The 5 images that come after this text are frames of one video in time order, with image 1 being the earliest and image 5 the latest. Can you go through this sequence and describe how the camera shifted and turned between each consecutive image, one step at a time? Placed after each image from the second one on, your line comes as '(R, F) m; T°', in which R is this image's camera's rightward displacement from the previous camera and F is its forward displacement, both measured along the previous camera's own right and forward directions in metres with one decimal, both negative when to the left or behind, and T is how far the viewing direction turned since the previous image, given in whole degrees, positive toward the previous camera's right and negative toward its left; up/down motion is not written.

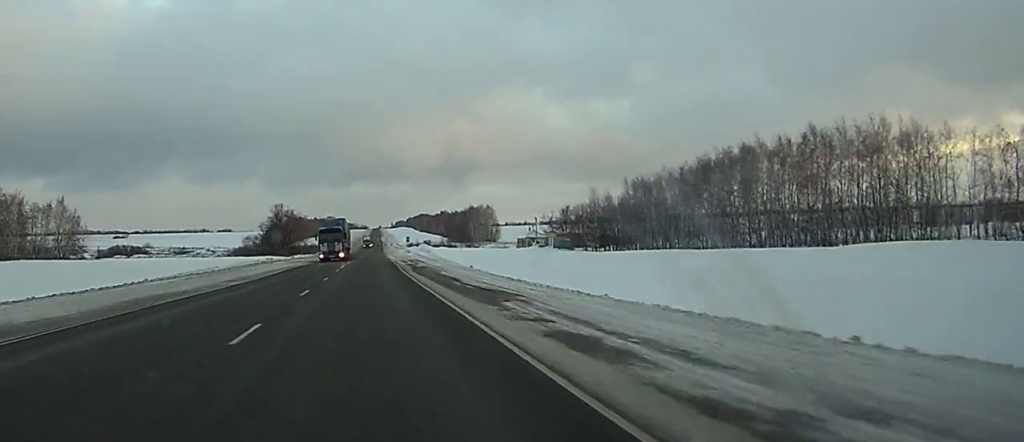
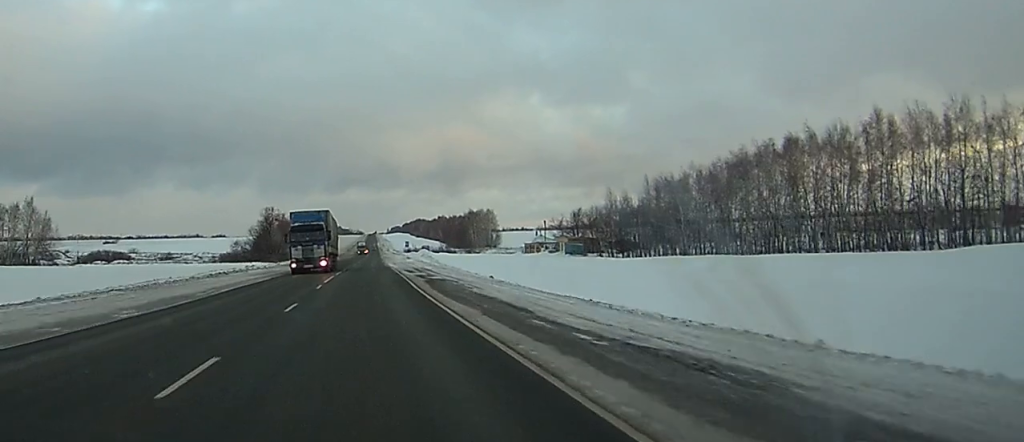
(0.0, +16.1) m; 0°
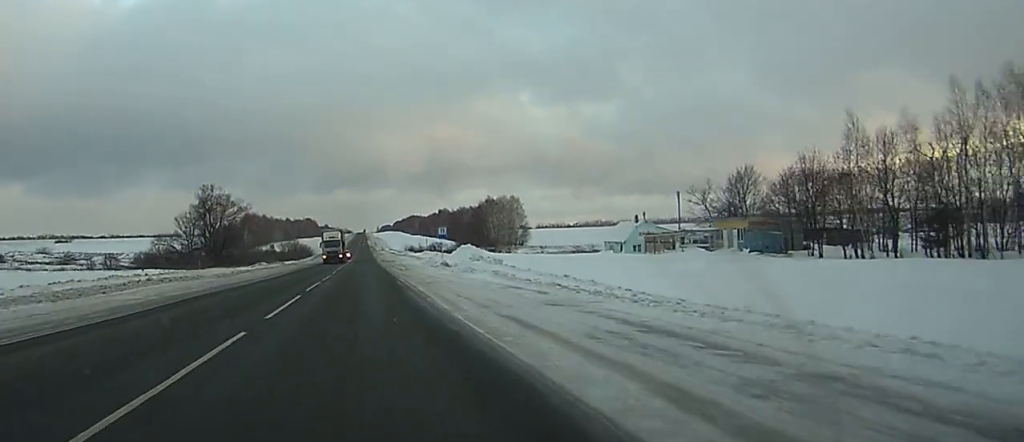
(+1.1, +93.2) m; +1°
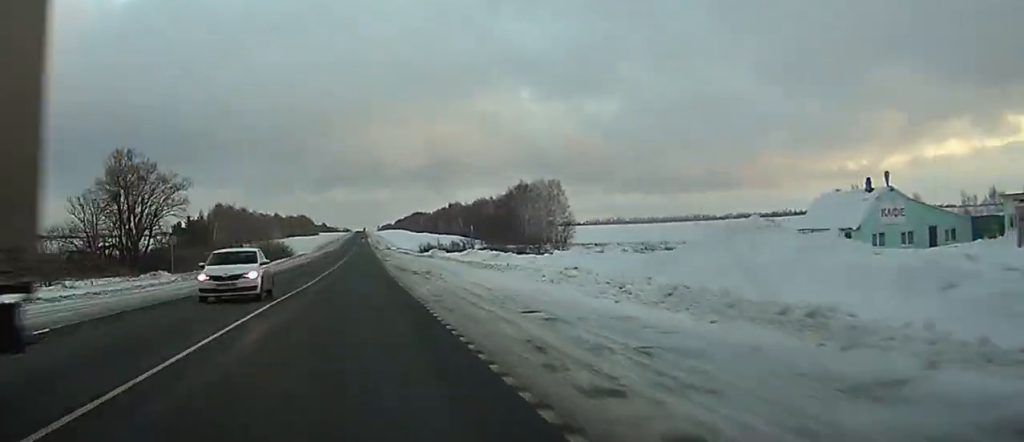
(+0.4, +65.7) m; 0°
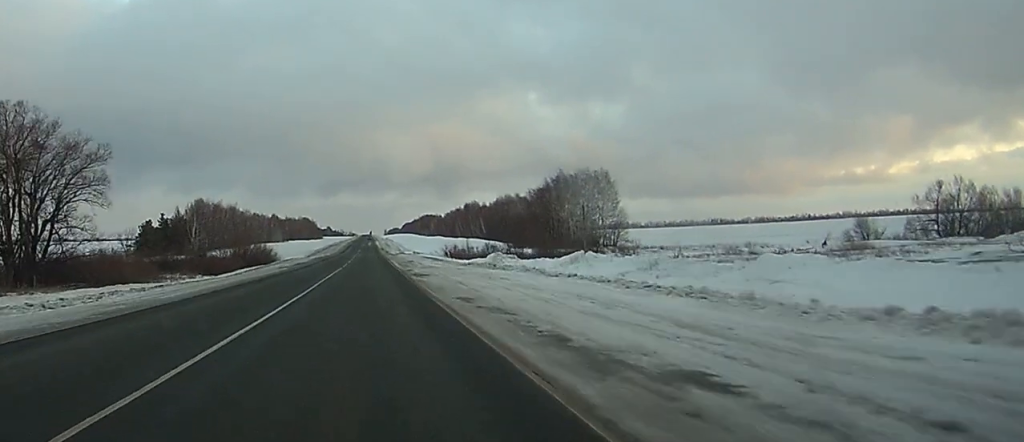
(-0.1, +42.3) m; 0°
